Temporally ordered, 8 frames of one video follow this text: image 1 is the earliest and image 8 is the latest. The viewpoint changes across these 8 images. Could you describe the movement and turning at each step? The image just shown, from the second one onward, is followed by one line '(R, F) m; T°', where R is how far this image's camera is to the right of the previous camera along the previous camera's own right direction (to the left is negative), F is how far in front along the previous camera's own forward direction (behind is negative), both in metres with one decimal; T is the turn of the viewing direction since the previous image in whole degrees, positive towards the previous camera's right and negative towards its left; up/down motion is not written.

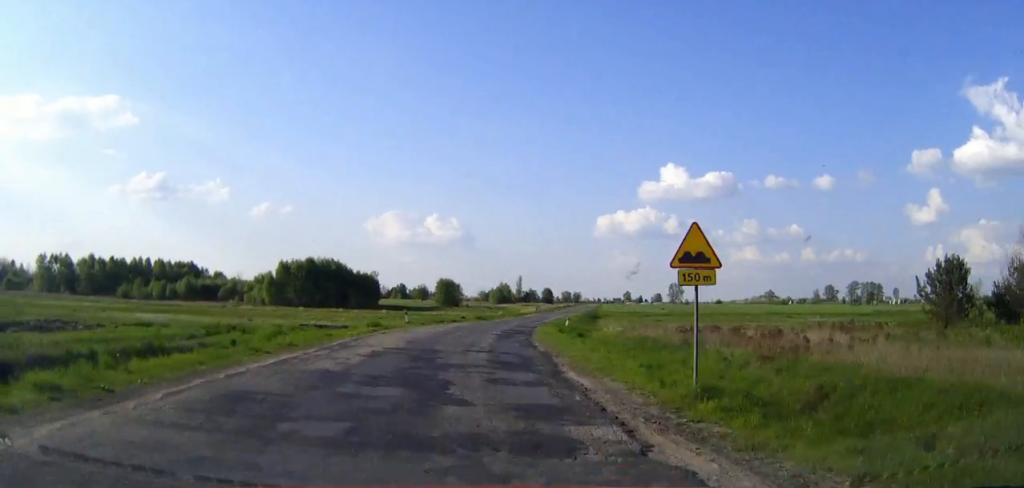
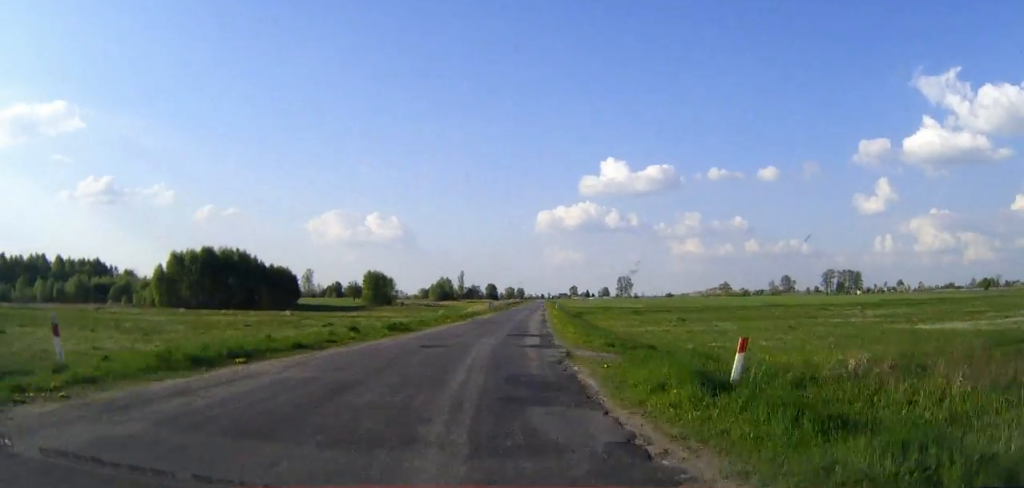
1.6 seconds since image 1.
(+1.0, +37.0) m; +4°
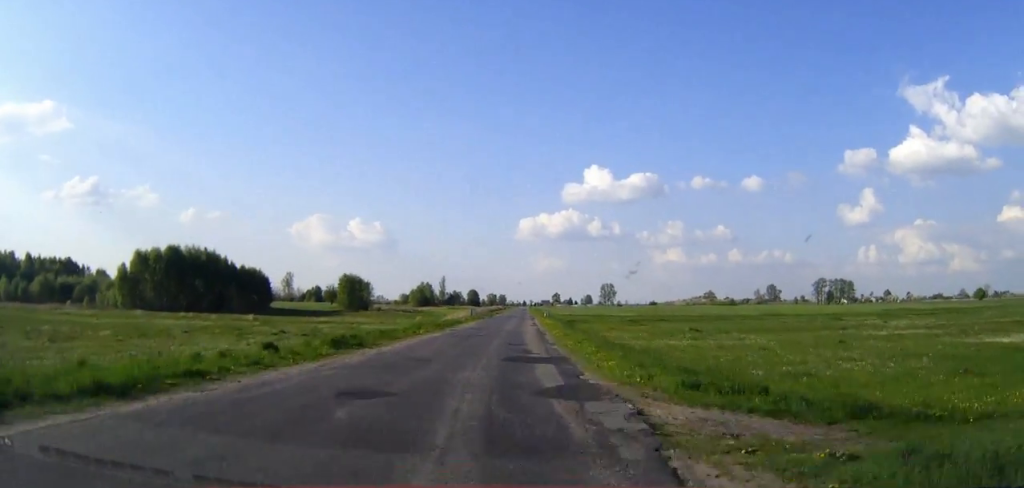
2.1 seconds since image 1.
(+0.2, +9.9) m; +1°
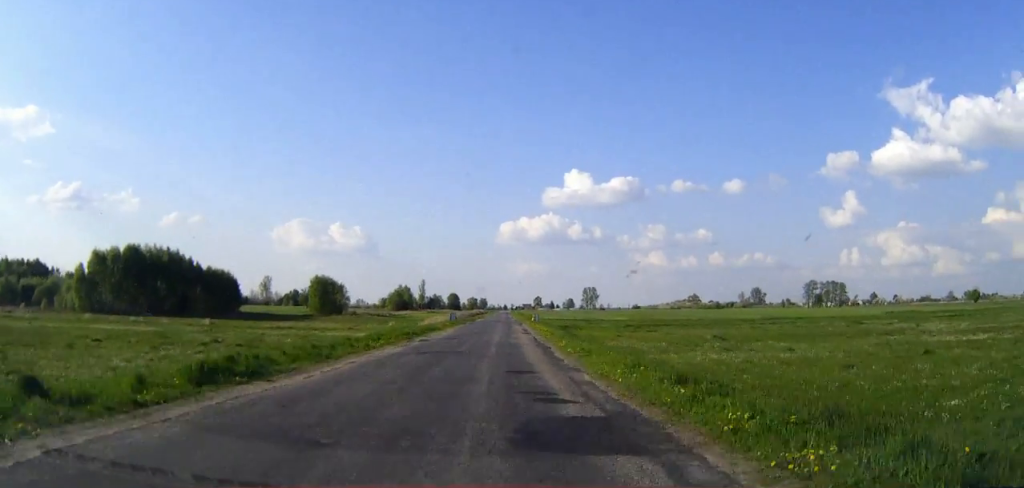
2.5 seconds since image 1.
(+0.1, +10.7) m; +1°
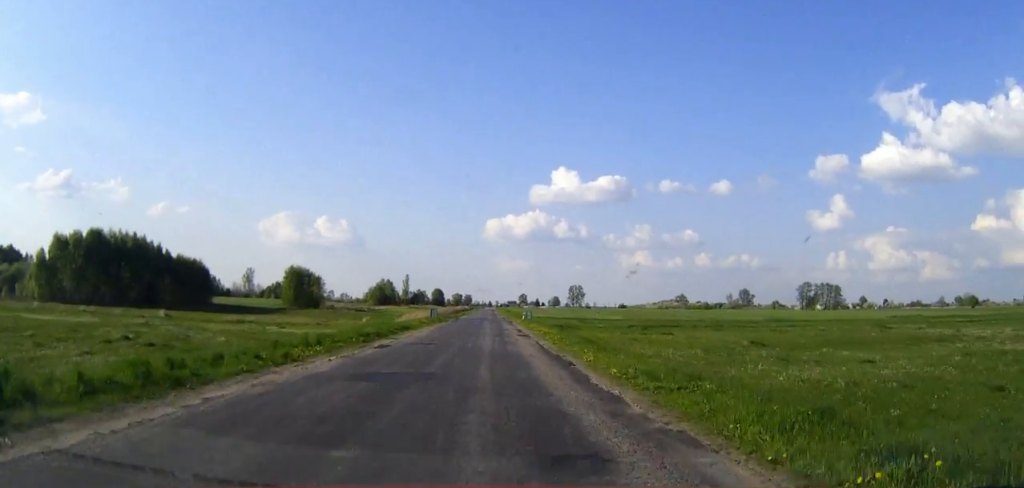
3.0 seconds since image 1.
(+0.1, +10.0) m; +1°
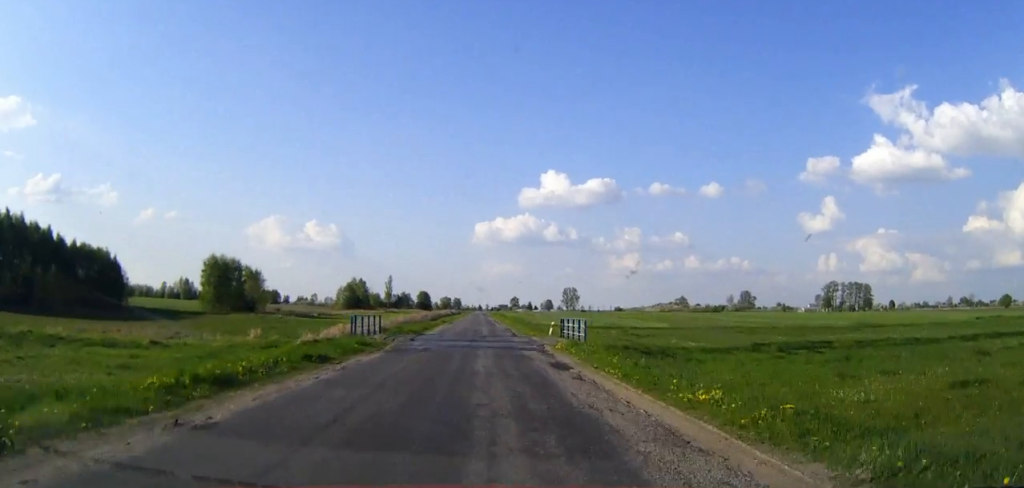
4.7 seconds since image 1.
(+1.2, +40.2) m; +2°
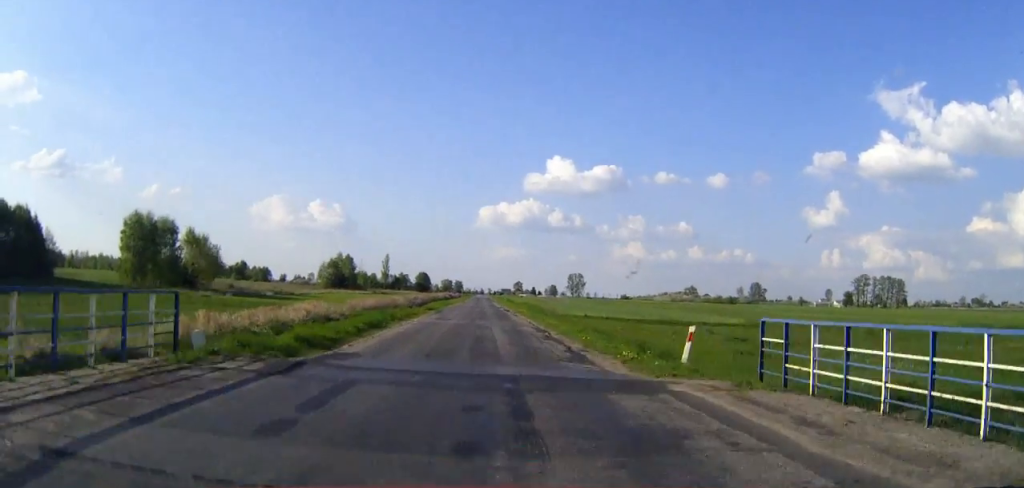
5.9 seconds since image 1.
(0.0, +27.9) m; 0°
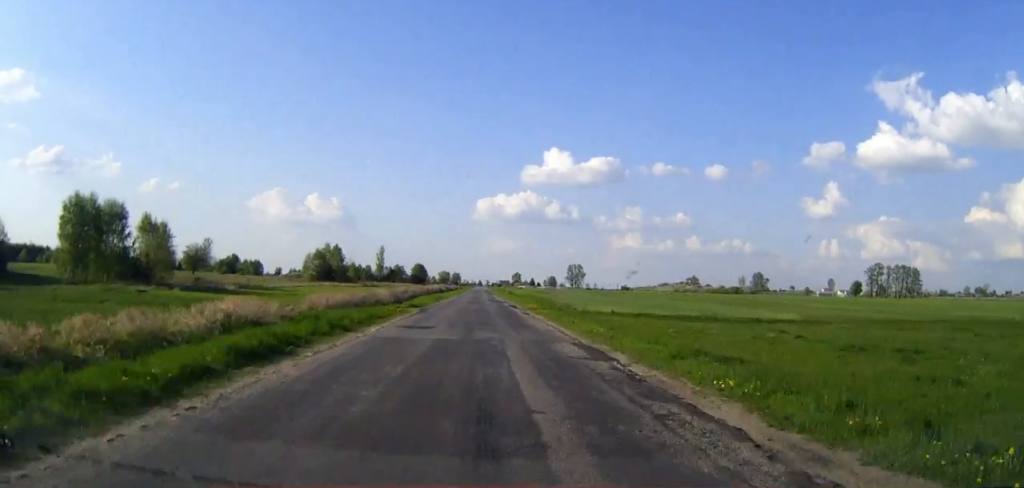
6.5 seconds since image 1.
(0.0, +13.8) m; 0°
